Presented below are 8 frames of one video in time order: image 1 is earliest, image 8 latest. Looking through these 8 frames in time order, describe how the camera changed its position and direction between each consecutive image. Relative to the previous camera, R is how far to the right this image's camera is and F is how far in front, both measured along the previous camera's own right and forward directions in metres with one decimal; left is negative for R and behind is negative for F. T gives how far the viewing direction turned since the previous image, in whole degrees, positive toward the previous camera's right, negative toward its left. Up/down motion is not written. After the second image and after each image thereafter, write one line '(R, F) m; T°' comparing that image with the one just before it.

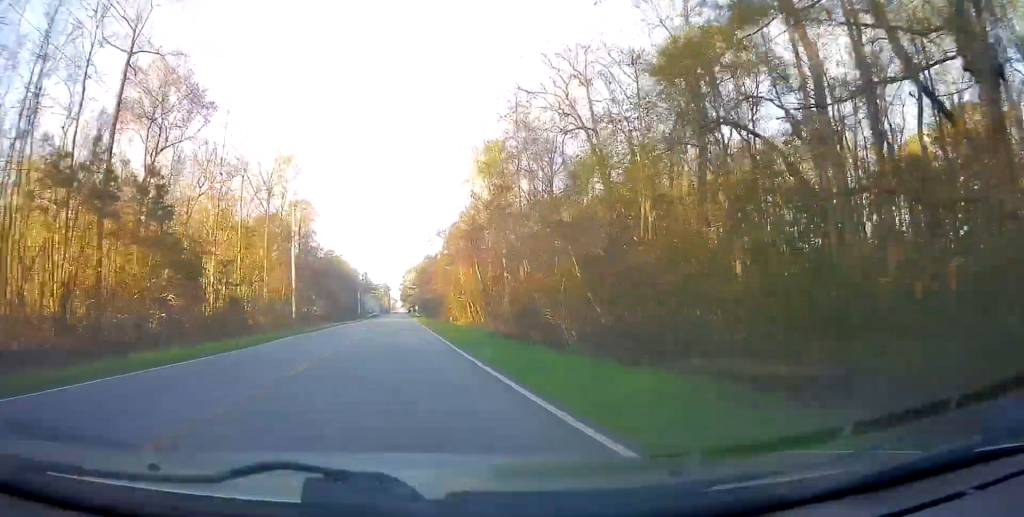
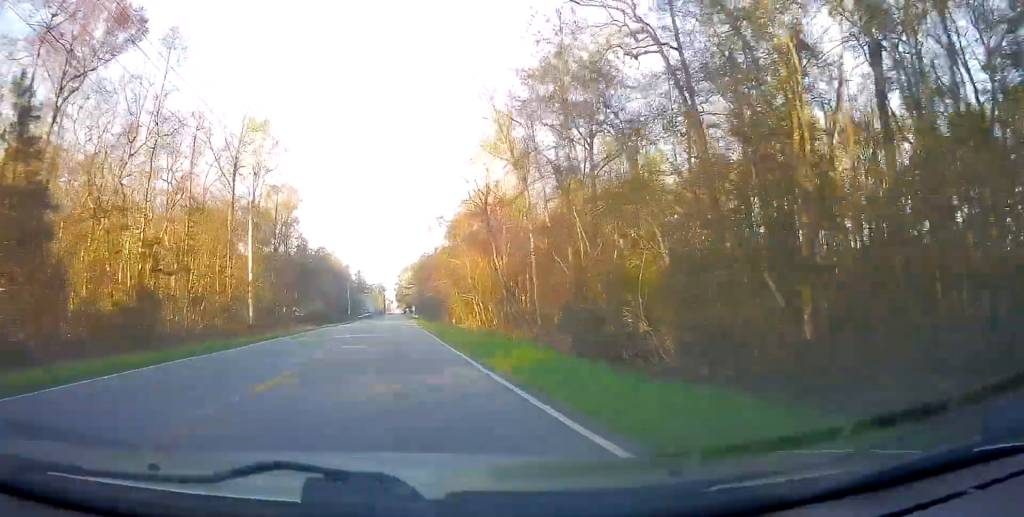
(0.0, +14.8) m; 0°
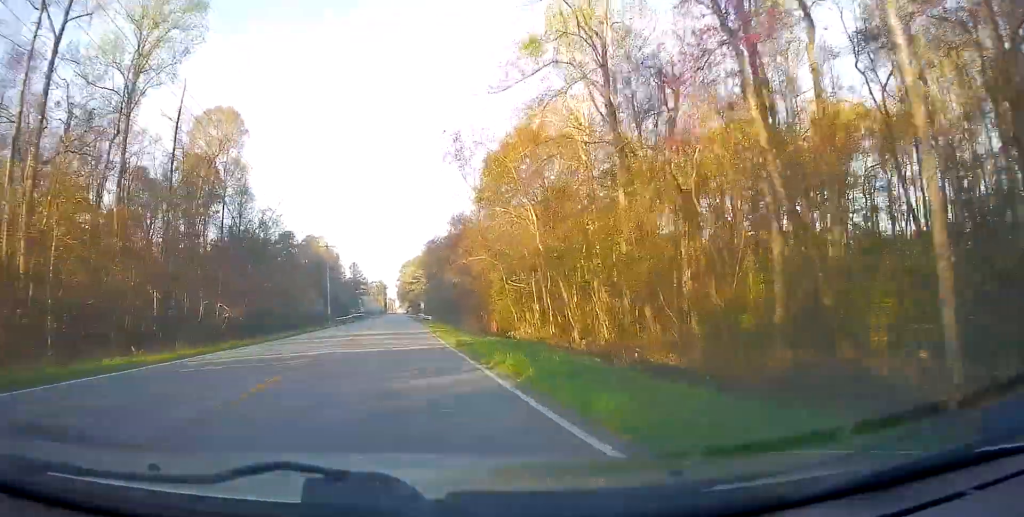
(-0.1, +37.4) m; 0°
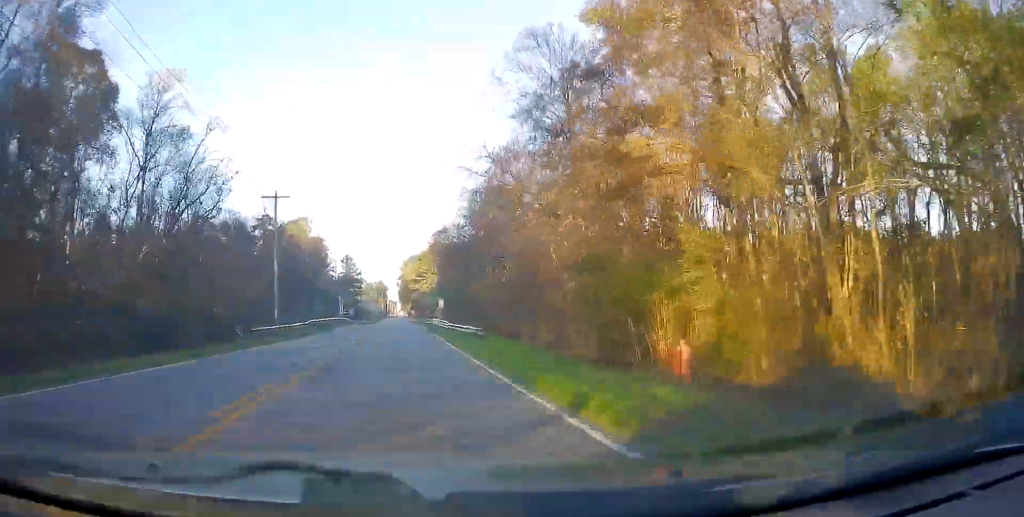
(-0.1, +38.0) m; +1°
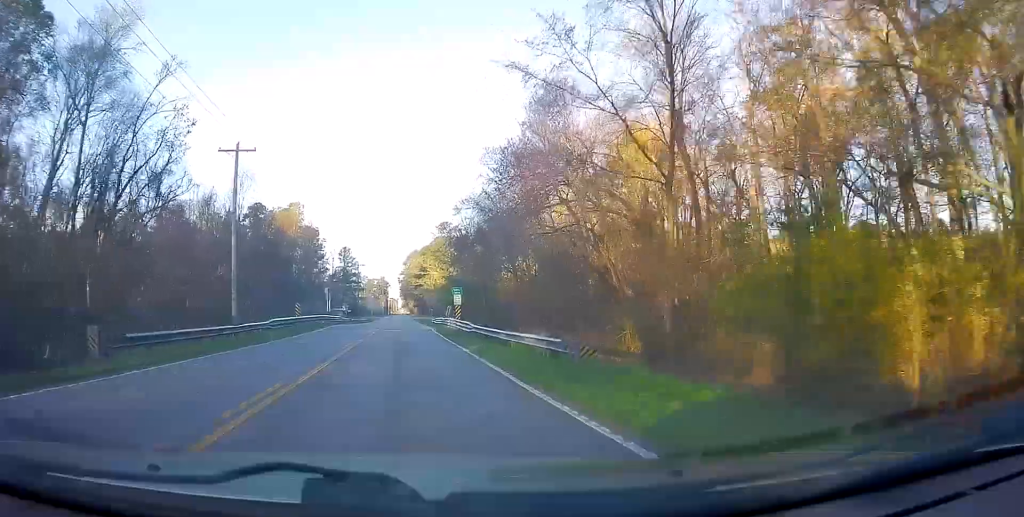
(+0.1, +13.3) m; 0°
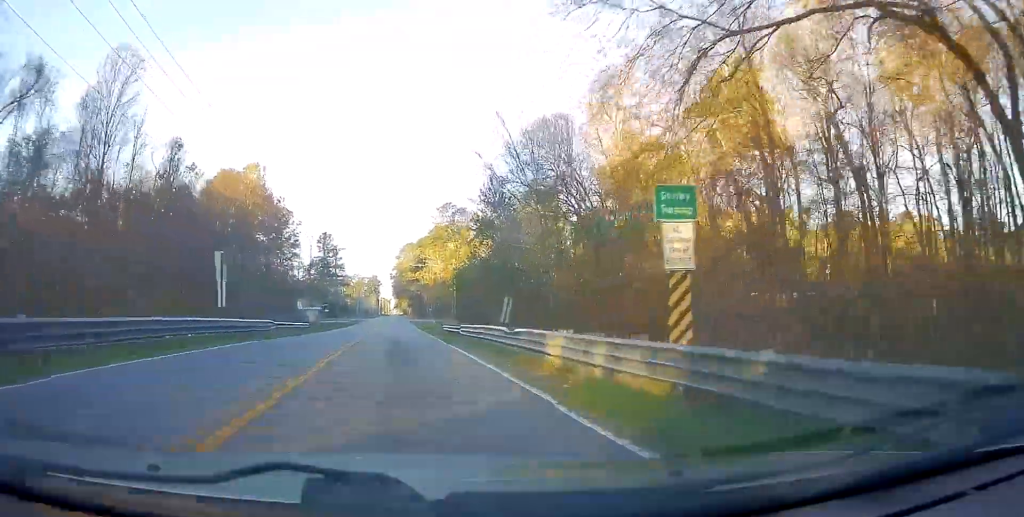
(+0.2, +31.5) m; 0°
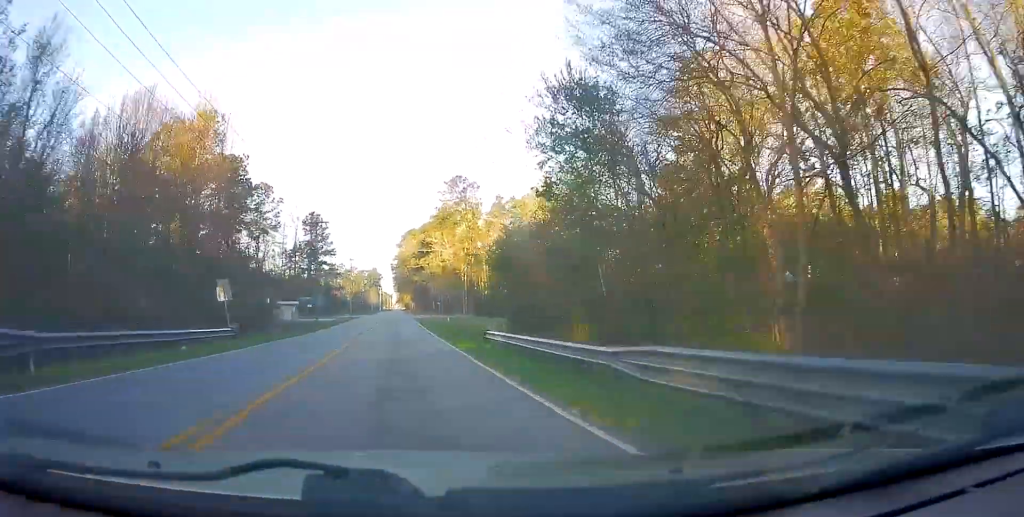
(-0.2, +23.1) m; 0°
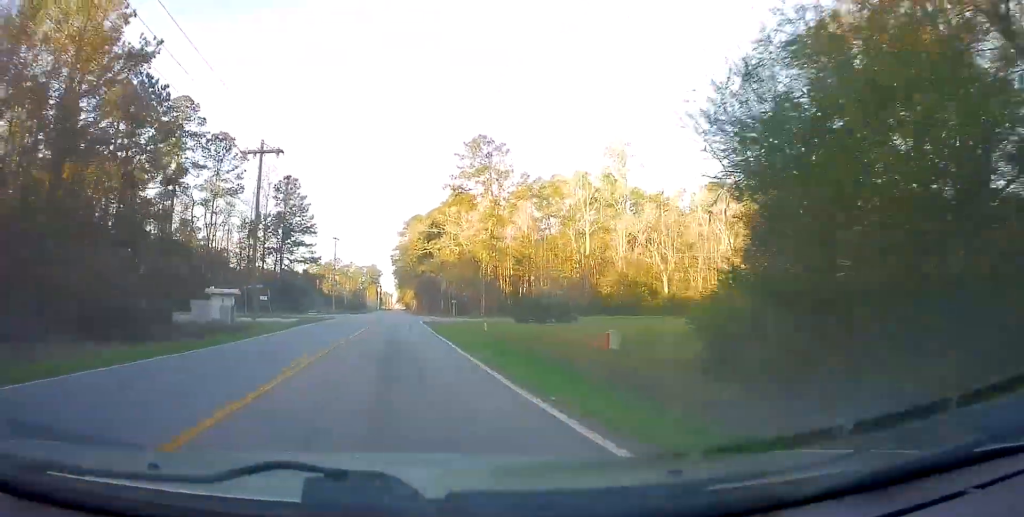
(+0.3, +29.3) m; 0°
